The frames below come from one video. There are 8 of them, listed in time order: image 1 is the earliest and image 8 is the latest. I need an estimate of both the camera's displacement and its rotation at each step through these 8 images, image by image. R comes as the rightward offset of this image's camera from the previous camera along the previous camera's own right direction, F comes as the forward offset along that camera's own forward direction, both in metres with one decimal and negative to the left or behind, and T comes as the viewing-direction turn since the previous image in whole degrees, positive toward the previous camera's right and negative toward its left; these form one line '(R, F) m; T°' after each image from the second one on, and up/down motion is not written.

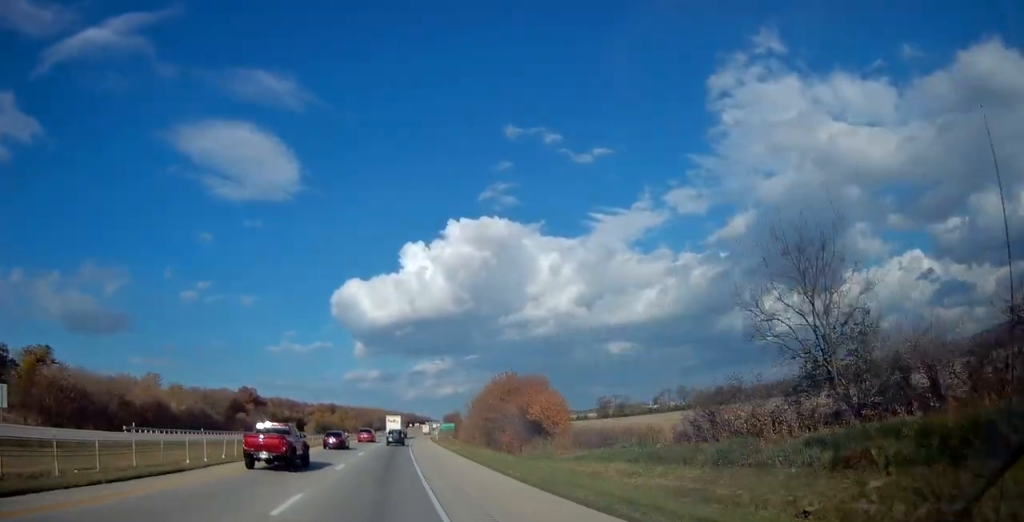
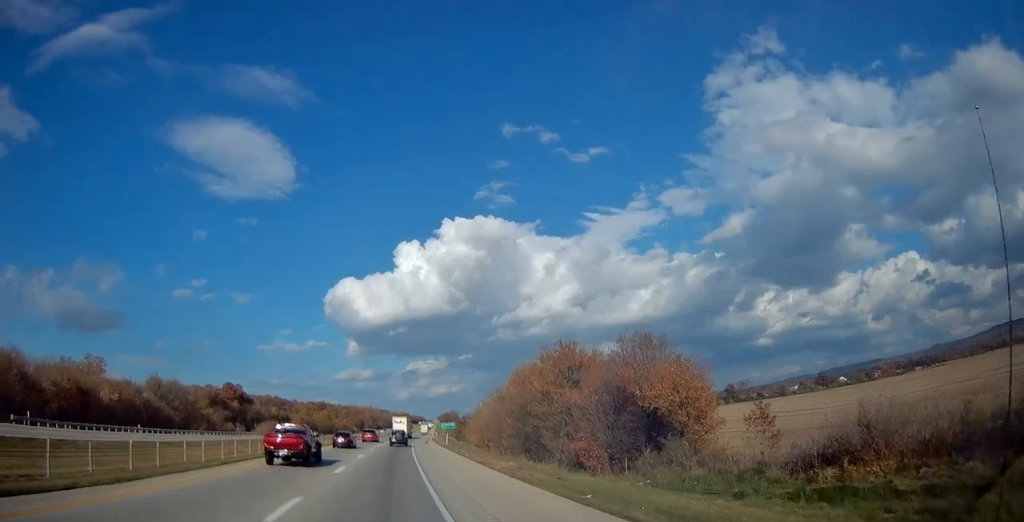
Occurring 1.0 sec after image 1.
(+0.1, +25.2) m; 0°
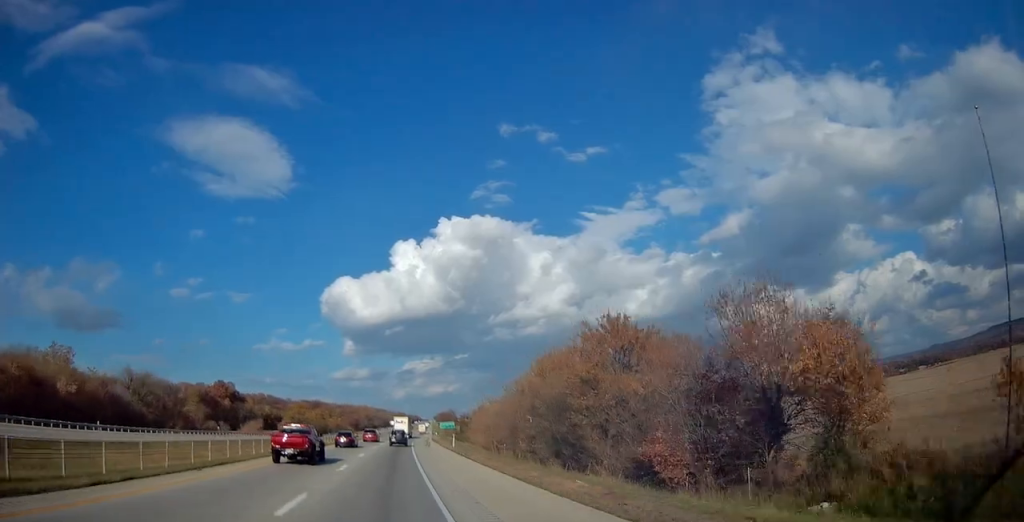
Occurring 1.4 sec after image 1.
(0.0, +11.3) m; 0°
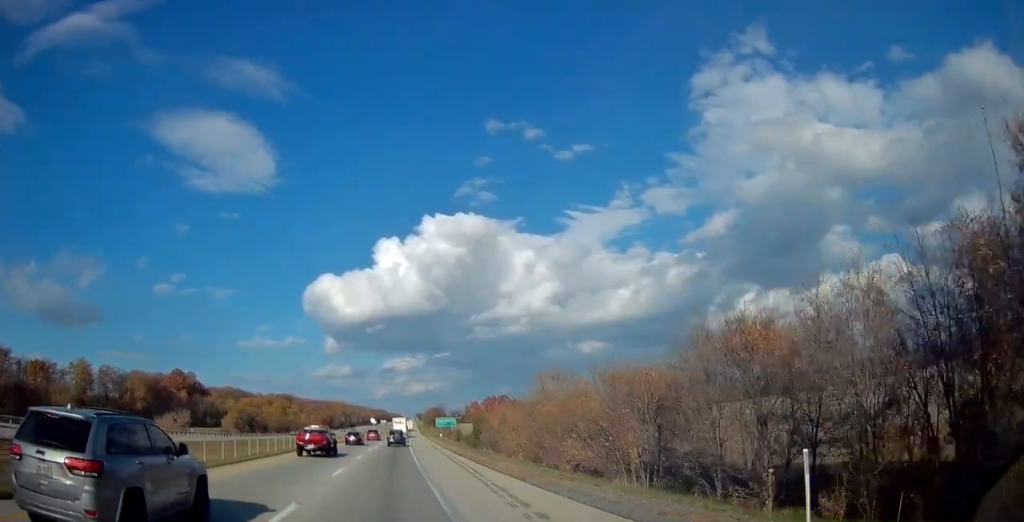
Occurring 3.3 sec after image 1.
(+0.7, +50.4) m; +2°
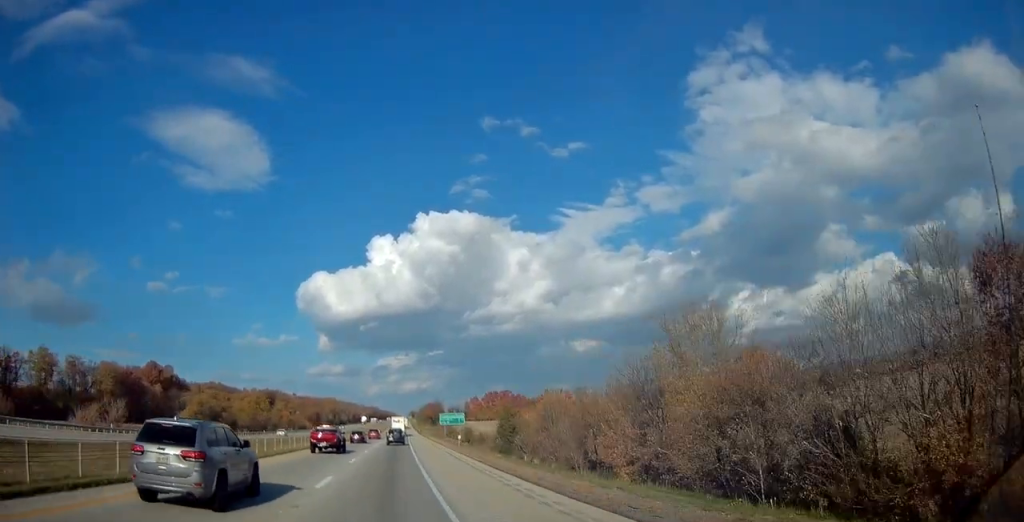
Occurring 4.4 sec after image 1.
(+0.6, +28.7) m; +1°
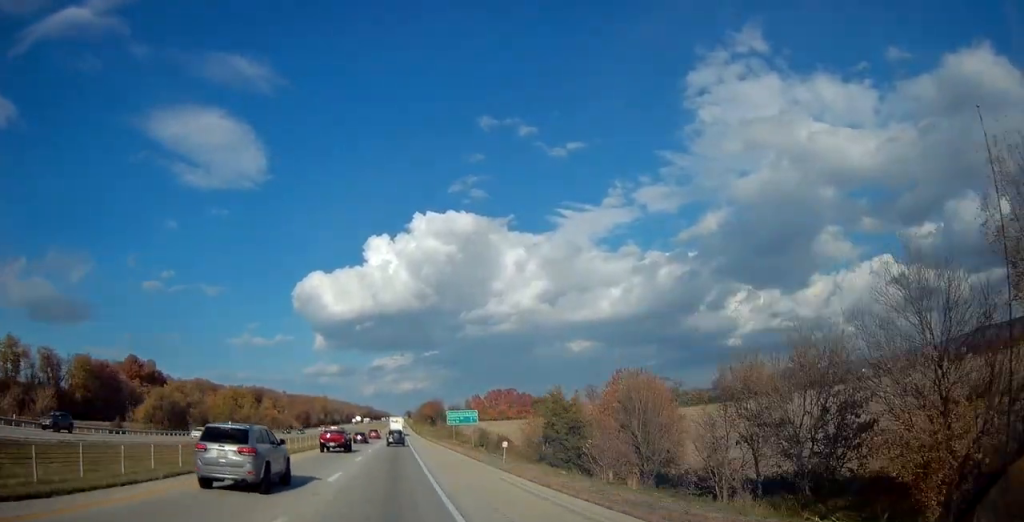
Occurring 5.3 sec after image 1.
(-0.1, +21.8) m; 0°
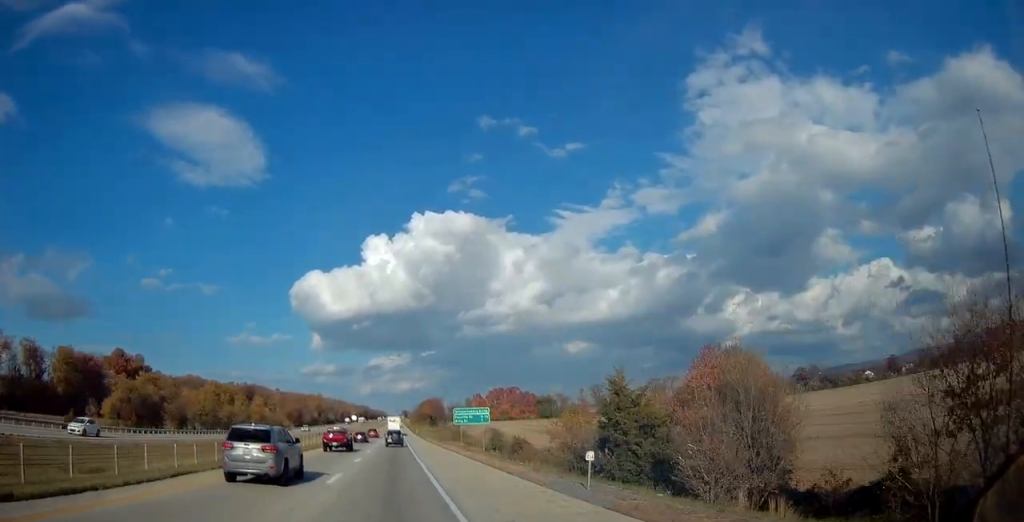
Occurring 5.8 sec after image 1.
(0.0, +13.1) m; 0°
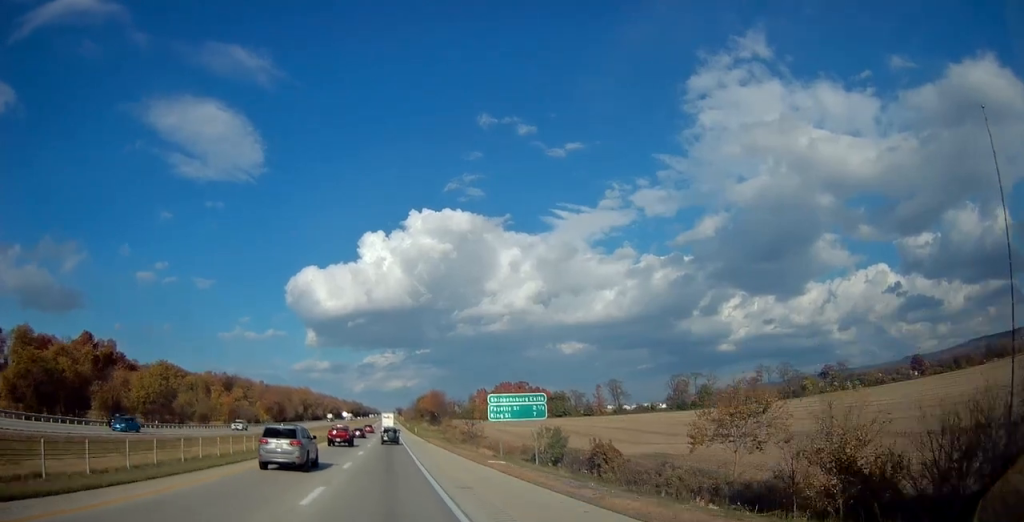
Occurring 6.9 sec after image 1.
(+0.1, +29.7) m; 0°
